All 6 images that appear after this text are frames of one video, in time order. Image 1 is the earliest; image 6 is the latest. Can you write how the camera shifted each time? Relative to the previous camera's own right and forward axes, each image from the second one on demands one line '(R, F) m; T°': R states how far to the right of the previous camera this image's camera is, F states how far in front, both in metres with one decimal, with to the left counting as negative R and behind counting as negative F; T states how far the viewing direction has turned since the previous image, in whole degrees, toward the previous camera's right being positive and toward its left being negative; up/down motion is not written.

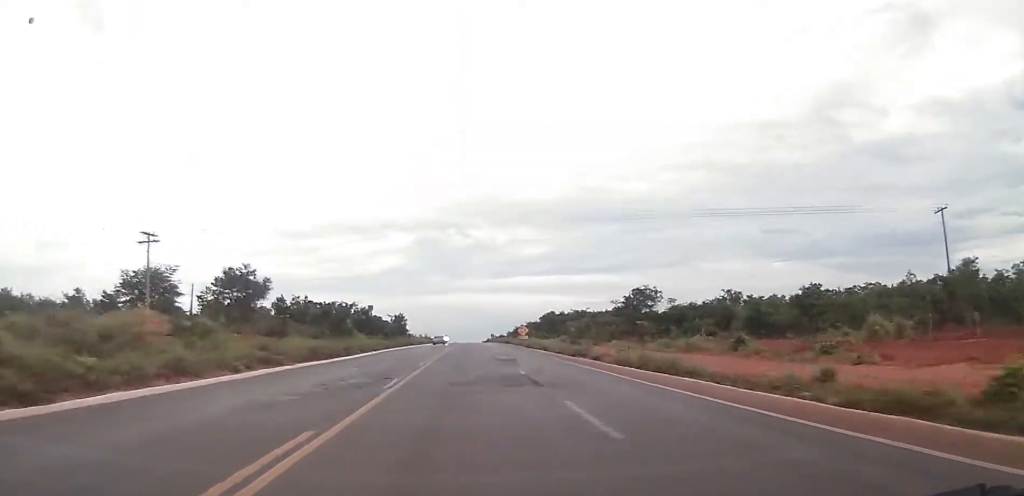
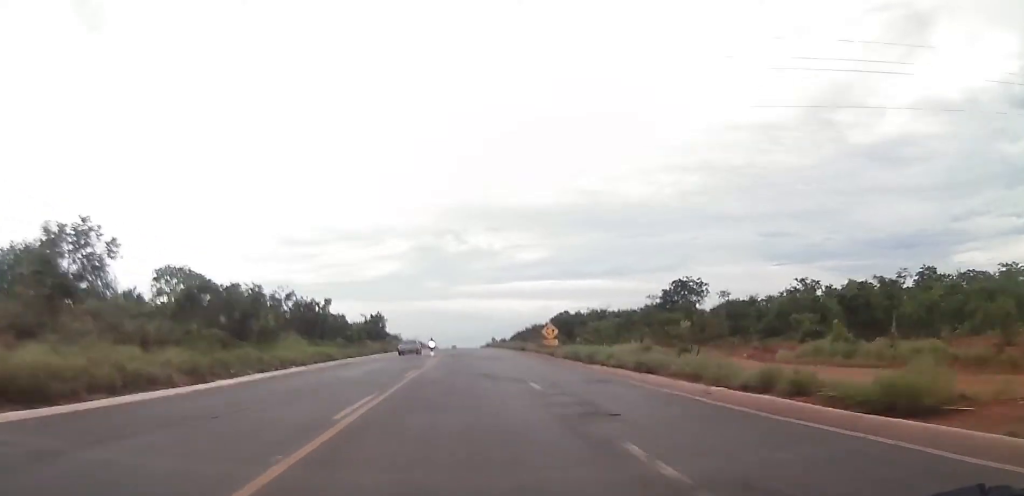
(0.0, +29.6) m; 0°
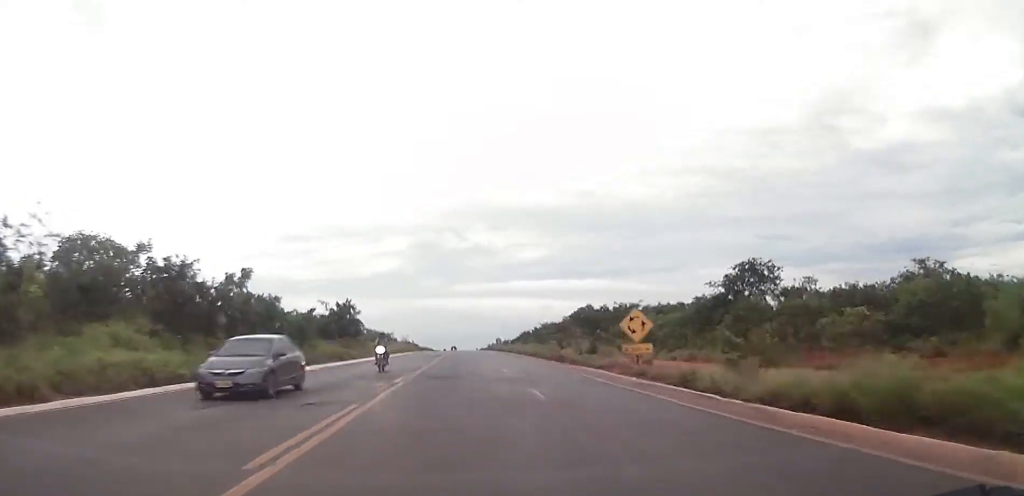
(-0.3, +27.5) m; 0°
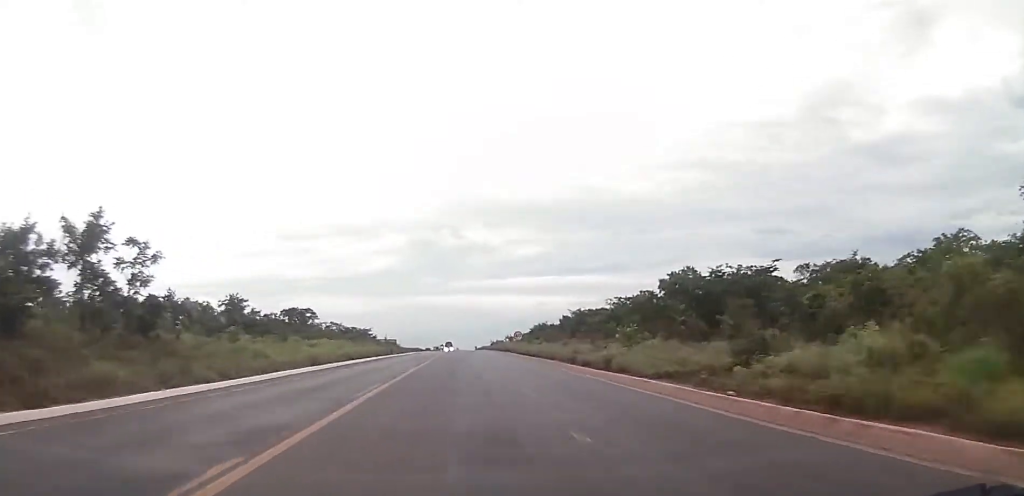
(+0.2, +54.8) m; 0°
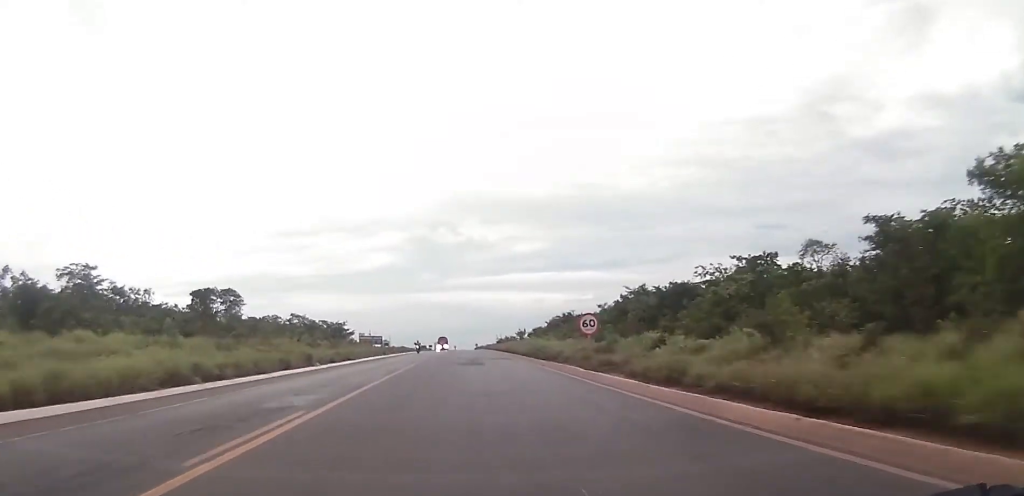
(-0.2, +44.0) m; -1°
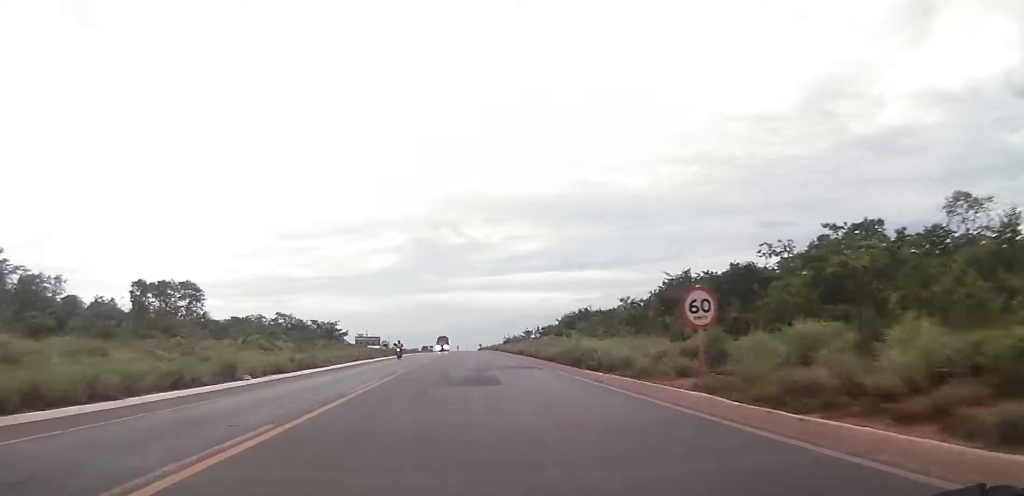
(0.0, +14.6) m; 0°
